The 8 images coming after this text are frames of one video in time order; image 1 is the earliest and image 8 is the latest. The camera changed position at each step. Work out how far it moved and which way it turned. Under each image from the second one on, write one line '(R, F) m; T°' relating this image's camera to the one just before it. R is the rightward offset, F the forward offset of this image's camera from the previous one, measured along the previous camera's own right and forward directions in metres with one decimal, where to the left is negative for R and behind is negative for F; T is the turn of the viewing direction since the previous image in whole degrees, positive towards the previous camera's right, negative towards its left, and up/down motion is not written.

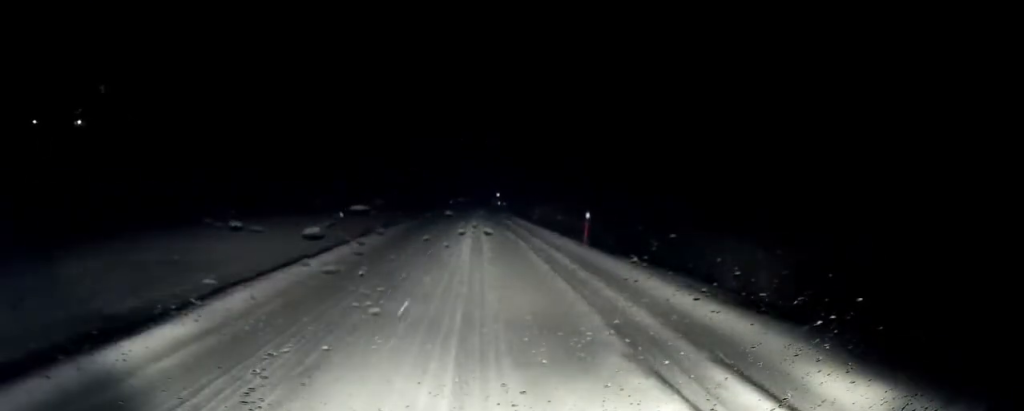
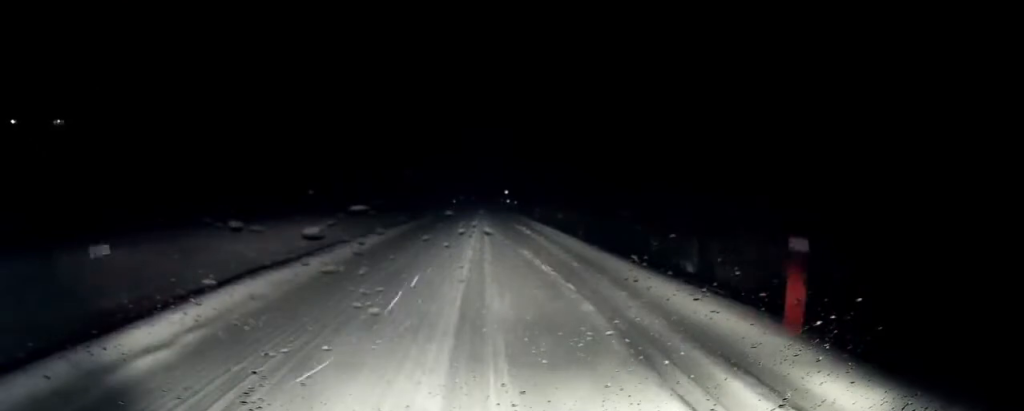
(0.0, +10.6) m; 0°
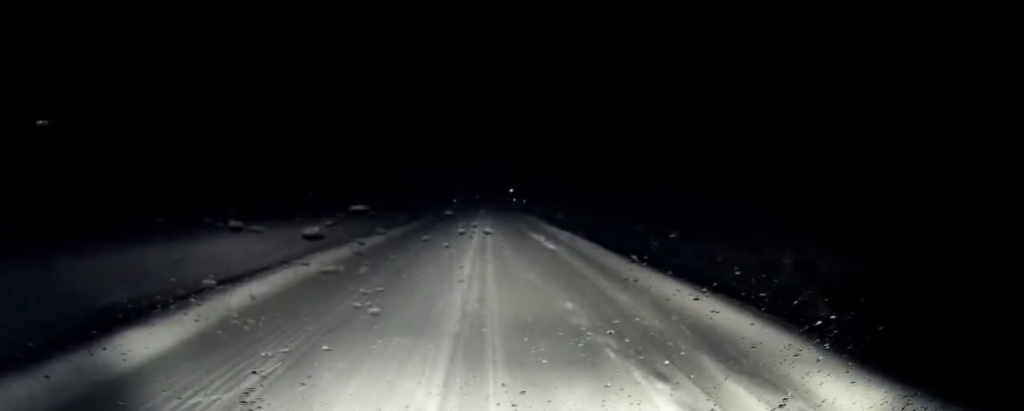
(0.0, +7.4) m; 0°
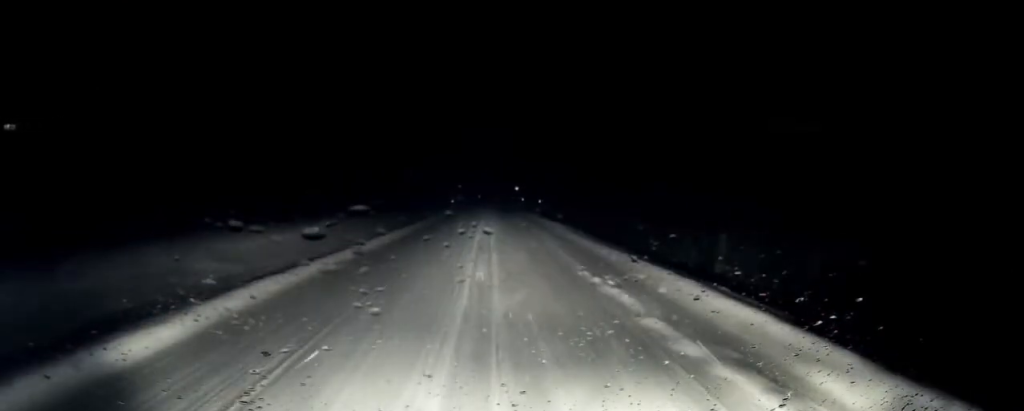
(0.0, +11.7) m; 0°
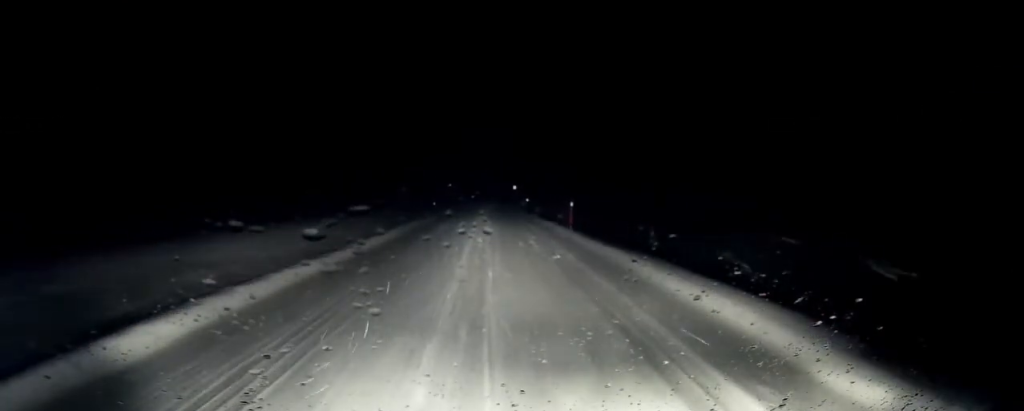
(0.0, +15.6) m; 0°
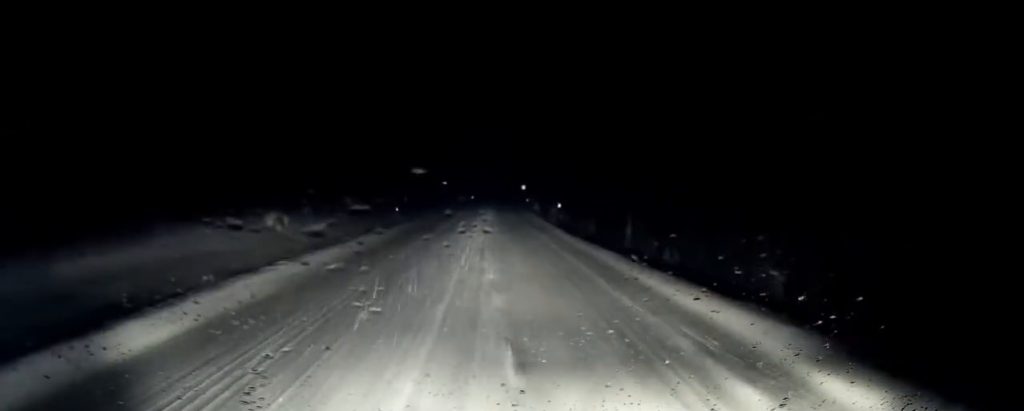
(+0.6, +20.3) m; 0°
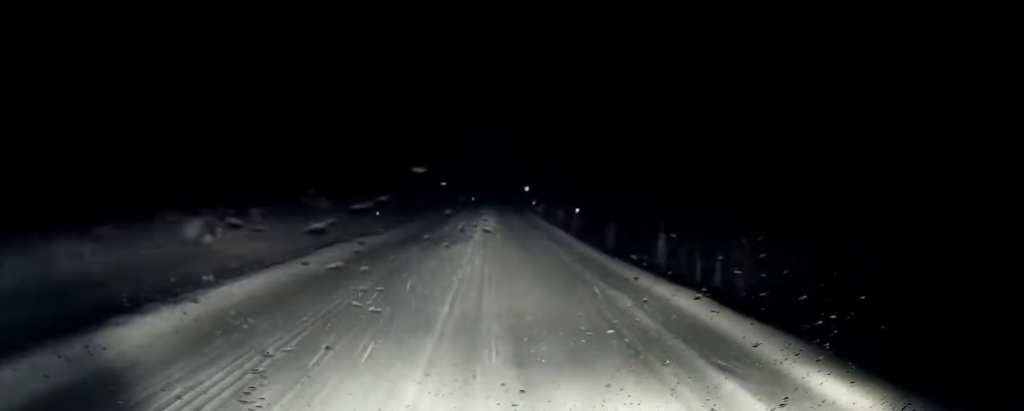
(-0.2, +5.2) m; -1°
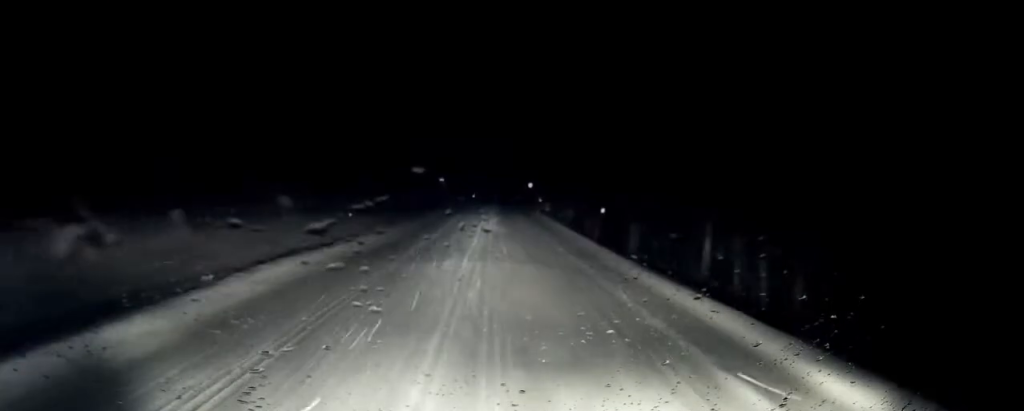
(-0.3, +4.8) m; -1°
